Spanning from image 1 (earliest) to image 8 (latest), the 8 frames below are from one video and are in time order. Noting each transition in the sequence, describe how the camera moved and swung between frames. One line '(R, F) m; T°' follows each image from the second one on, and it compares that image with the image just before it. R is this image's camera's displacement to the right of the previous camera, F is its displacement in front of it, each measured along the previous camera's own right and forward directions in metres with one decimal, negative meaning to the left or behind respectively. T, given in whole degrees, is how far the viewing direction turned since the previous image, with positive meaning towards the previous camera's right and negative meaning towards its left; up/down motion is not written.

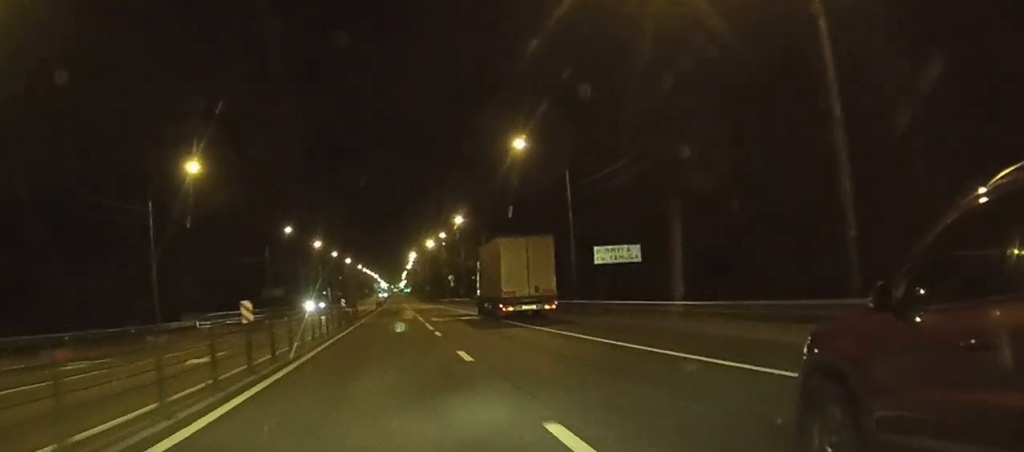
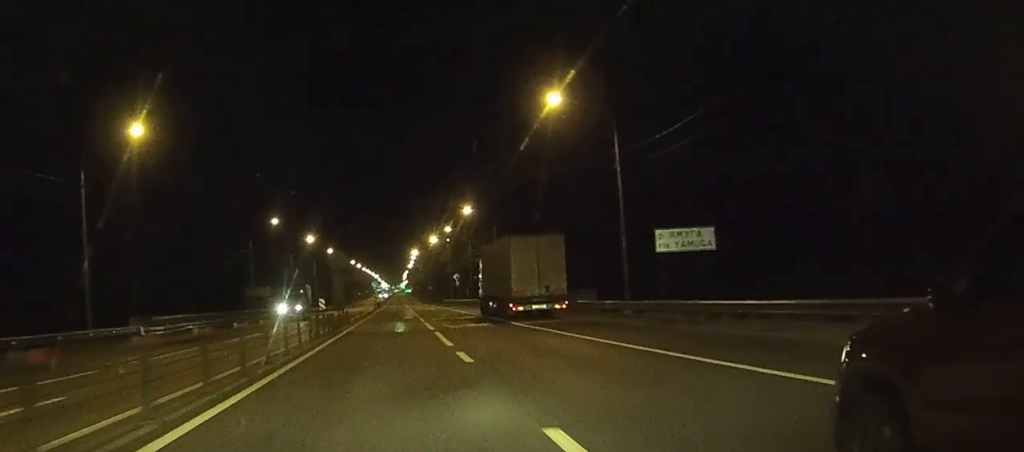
(0.0, +12.3) m; 0°
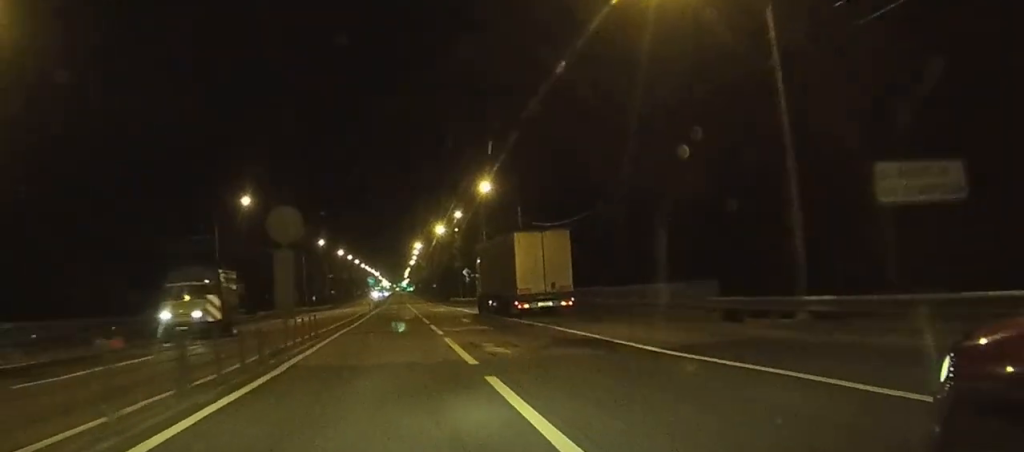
(0.0, +18.8) m; 0°
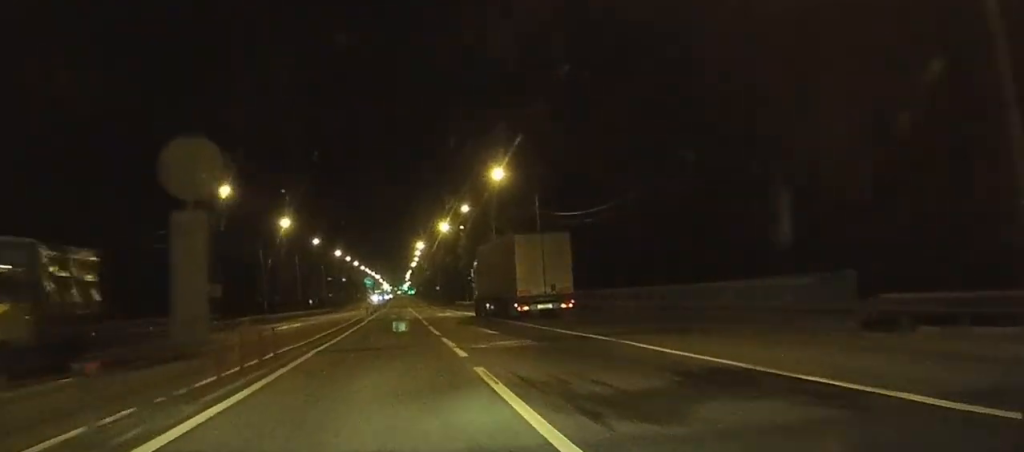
(0.0, +9.7) m; 0°
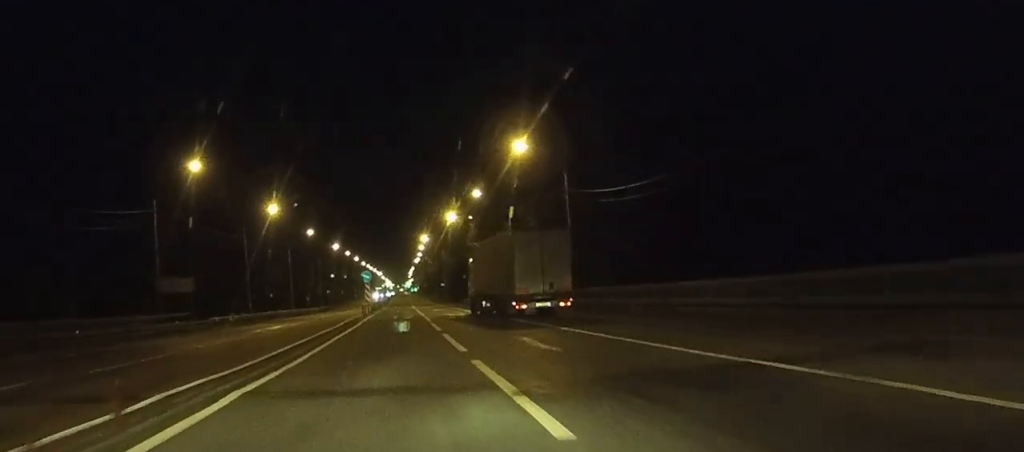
(0.0, +11.0) m; 0°
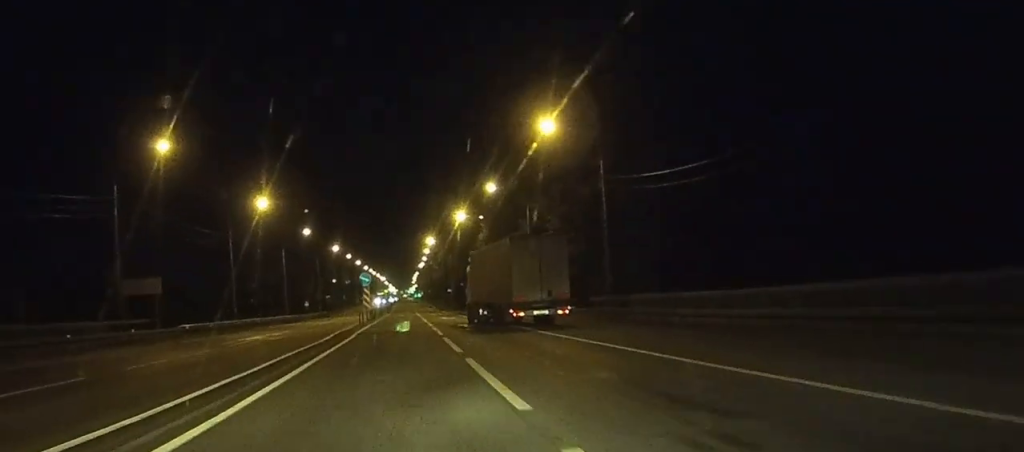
(0.0, +9.1) m; 0°
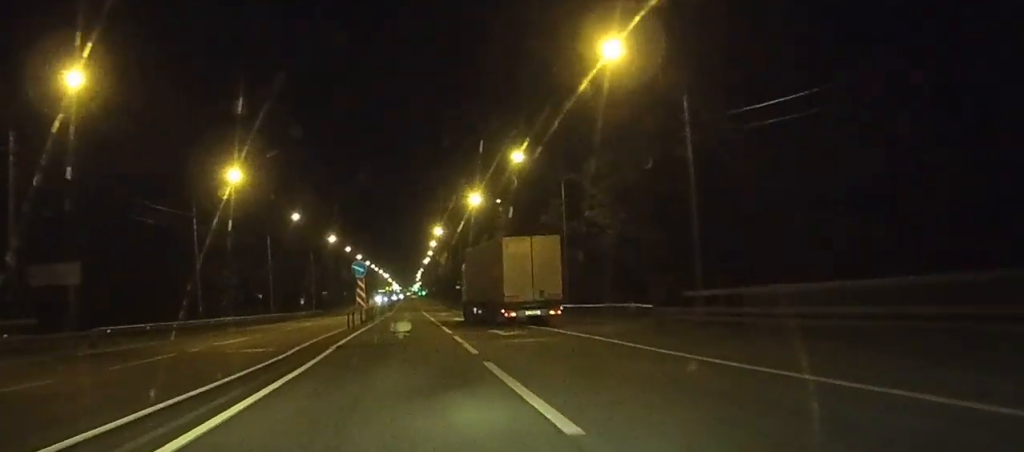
(0.0, +14.2) m; 0°
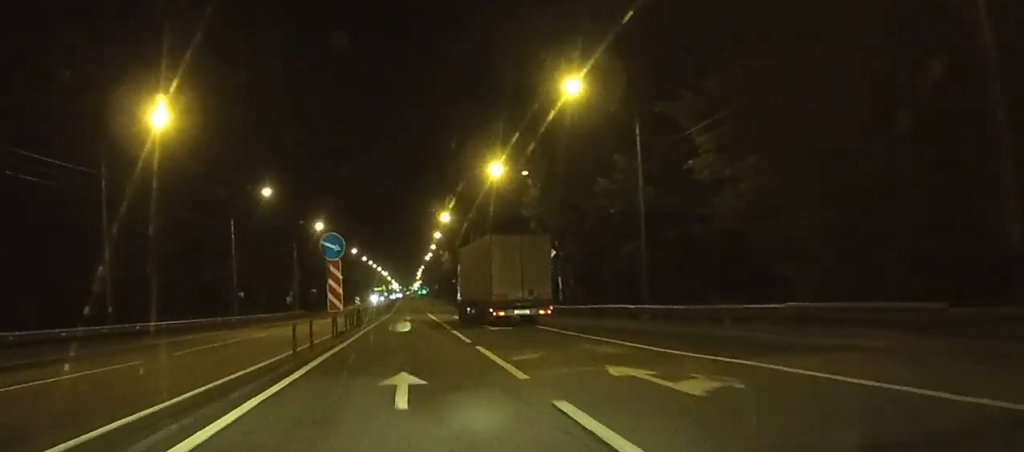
(0.0, +18.7) m; 0°
